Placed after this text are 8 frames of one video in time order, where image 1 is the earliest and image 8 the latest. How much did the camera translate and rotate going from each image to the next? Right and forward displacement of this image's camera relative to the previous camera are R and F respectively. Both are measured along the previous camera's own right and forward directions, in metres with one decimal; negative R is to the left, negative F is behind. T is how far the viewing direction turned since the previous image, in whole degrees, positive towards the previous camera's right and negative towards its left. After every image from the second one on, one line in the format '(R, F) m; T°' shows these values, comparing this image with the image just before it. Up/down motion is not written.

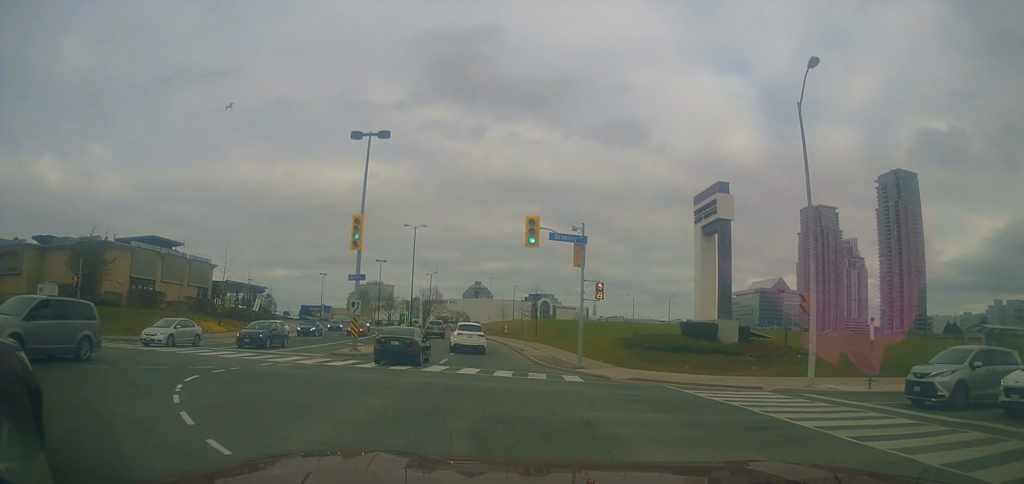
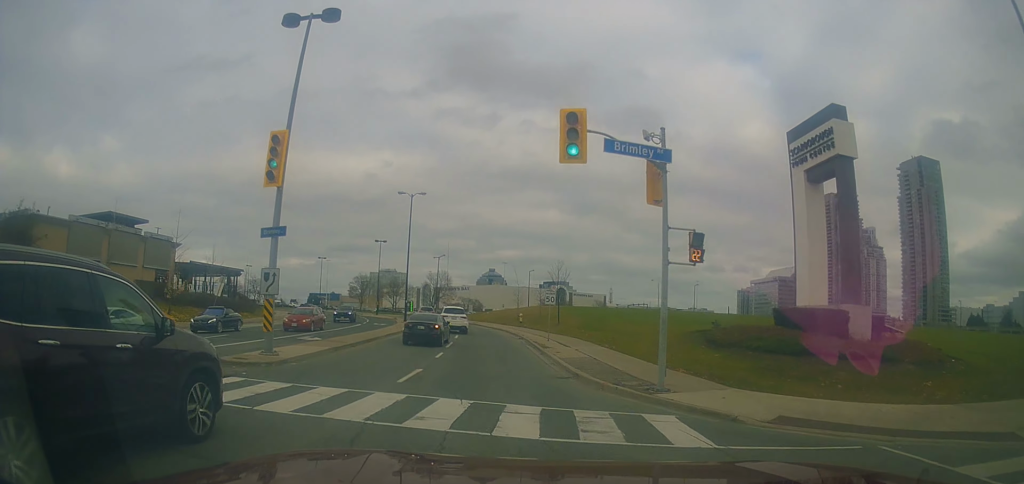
(+0.1, +10.9) m; 0°
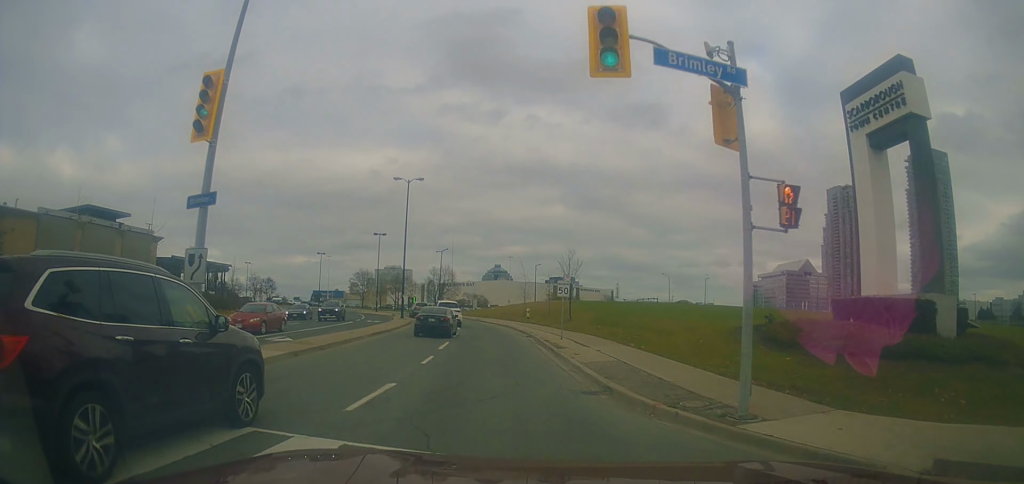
(+0.1, +4.3) m; -1°
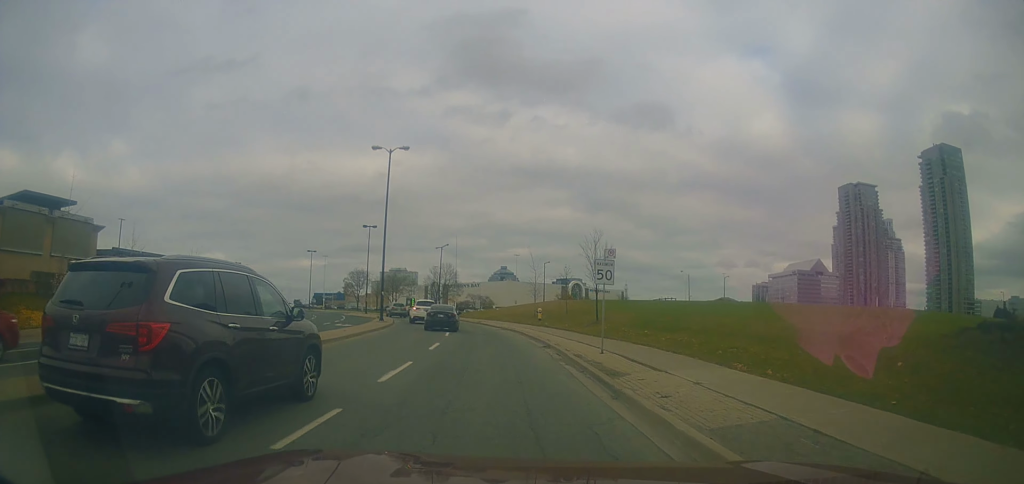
(-0.3, +10.0) m; -3°
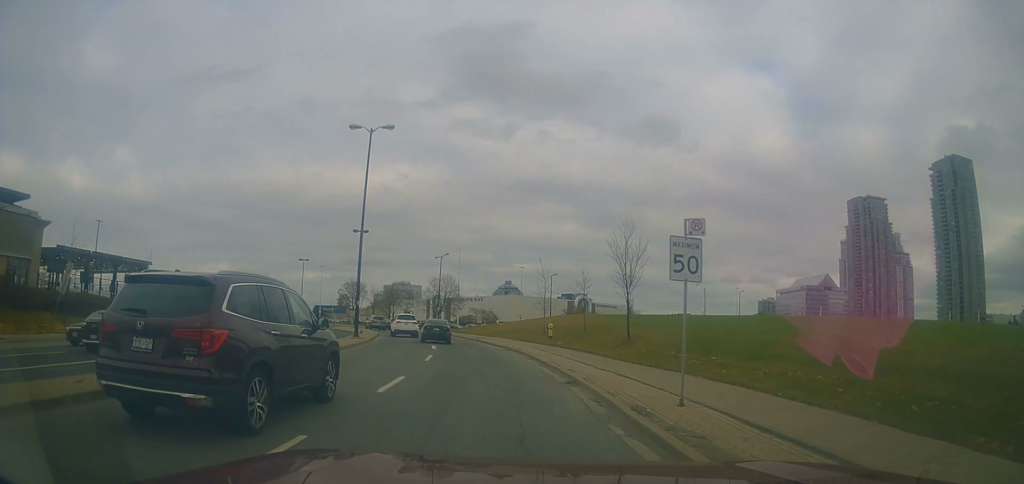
(-0.1, +7.4) m; -2°
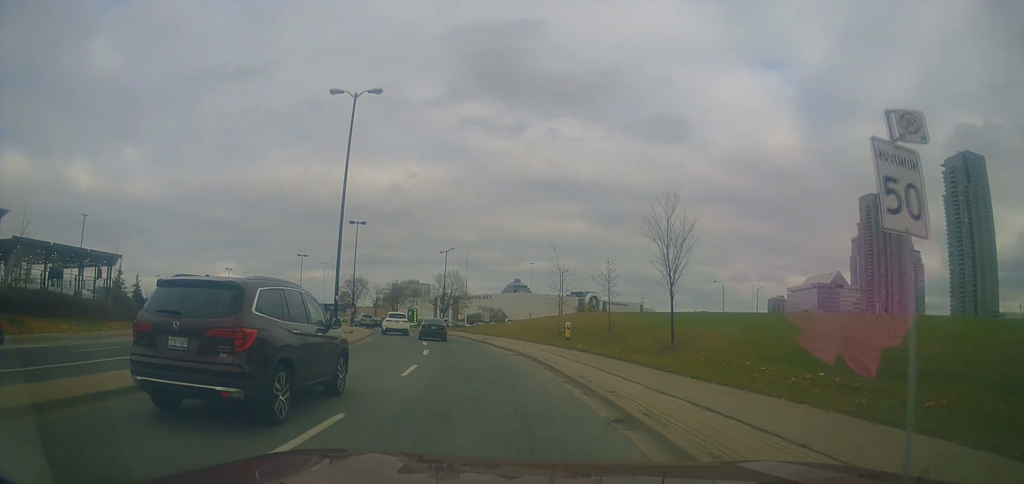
(0.0, +5.4) m; -1°
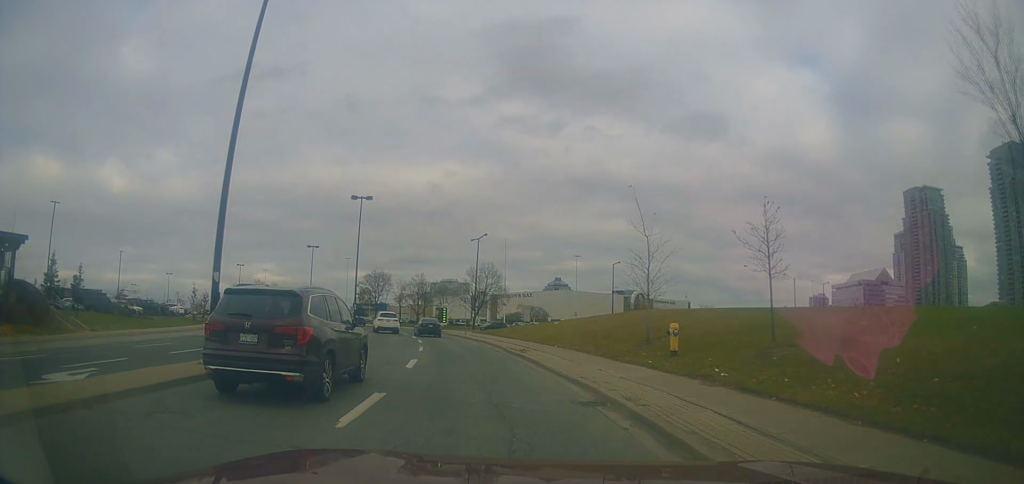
(-0.1, +14.3) m; -1°
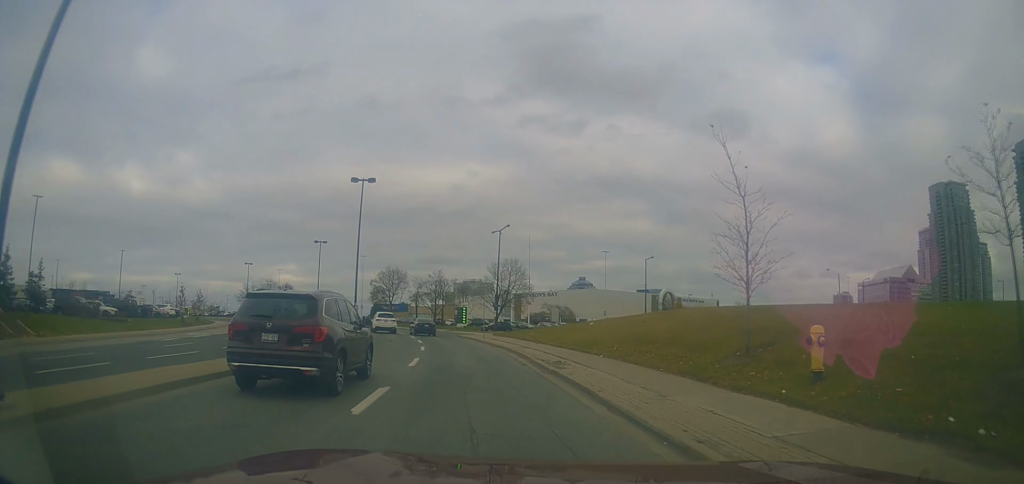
(+0.2, +7.4) m; -2°
